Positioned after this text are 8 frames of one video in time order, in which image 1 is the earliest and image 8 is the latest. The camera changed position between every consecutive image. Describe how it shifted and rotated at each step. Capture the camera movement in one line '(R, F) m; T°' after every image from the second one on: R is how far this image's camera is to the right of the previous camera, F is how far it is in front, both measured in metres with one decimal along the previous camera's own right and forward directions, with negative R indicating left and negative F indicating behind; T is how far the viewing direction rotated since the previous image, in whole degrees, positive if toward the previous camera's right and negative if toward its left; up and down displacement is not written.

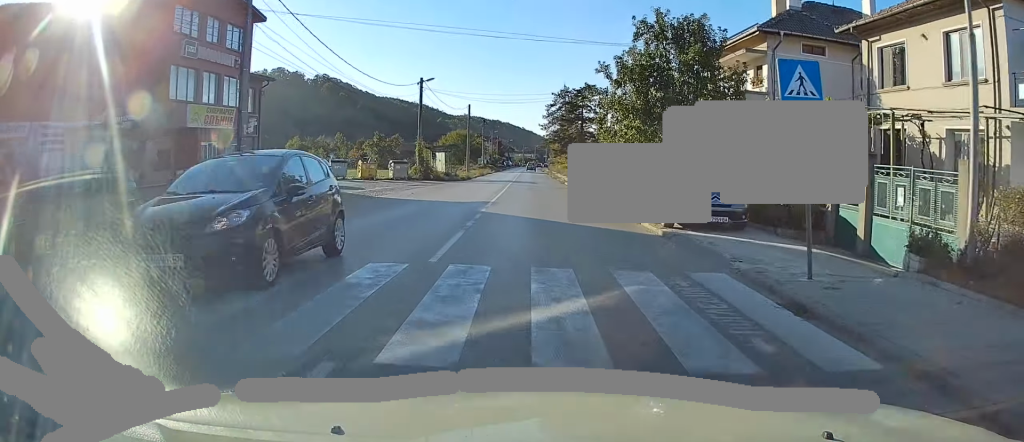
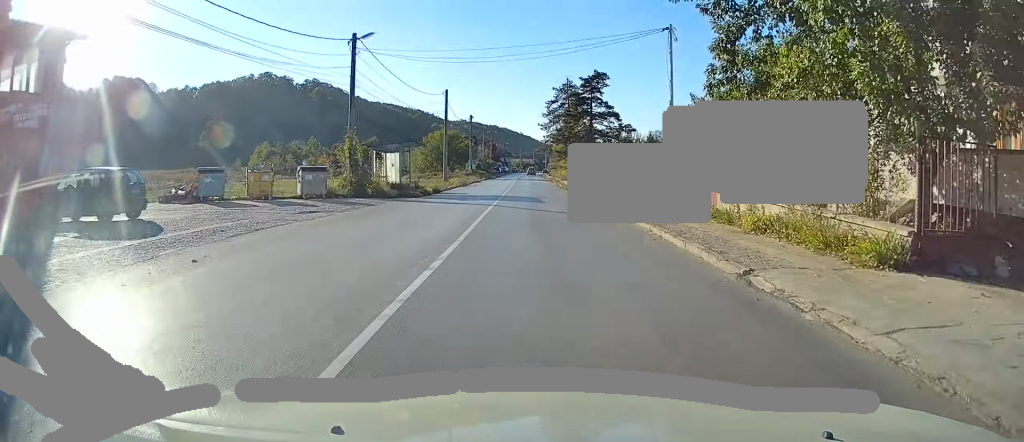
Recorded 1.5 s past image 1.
(0.0, +19.0) m; 0°
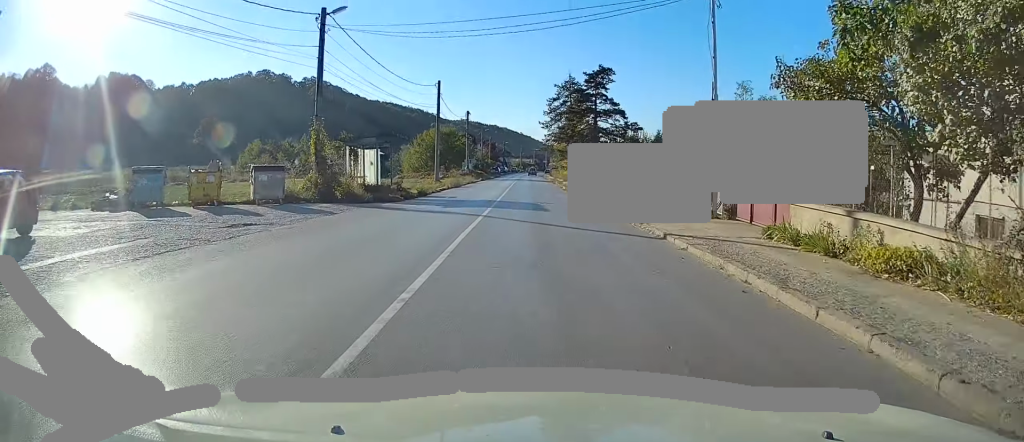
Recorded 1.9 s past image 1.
(0.0, +5.0) m; 0°
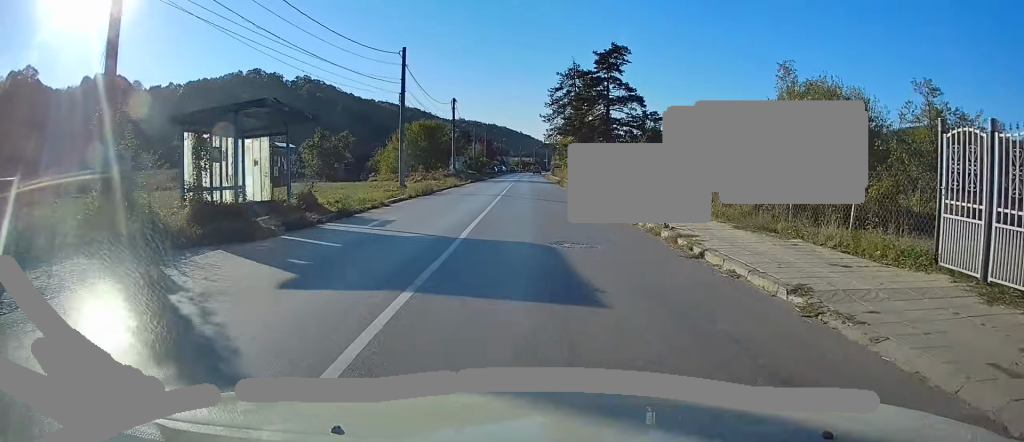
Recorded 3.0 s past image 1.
(0.0, +13.9) m; 0°
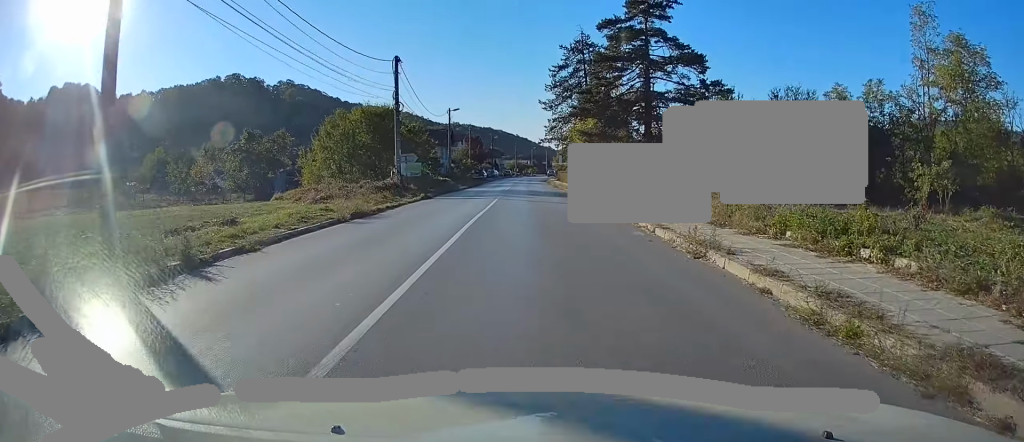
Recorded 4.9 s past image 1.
(0.0, +26.4) m; 0°
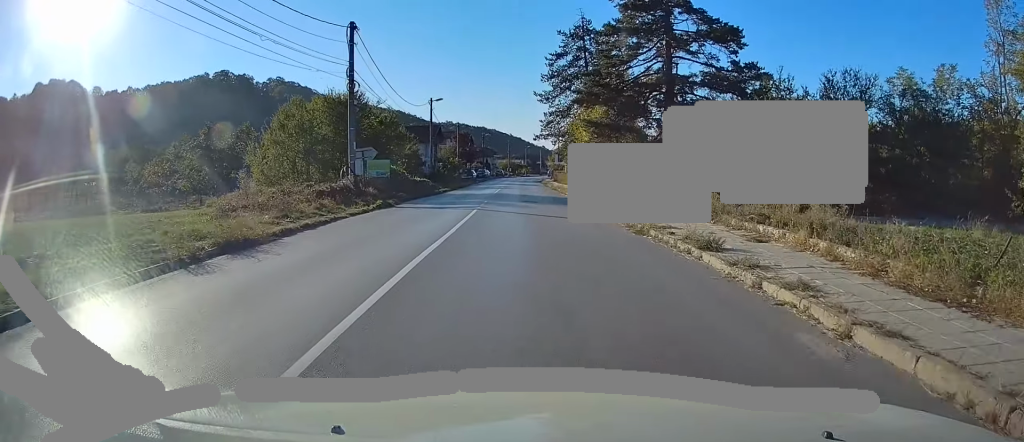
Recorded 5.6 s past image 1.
(0.0, +8.8) m; 0°
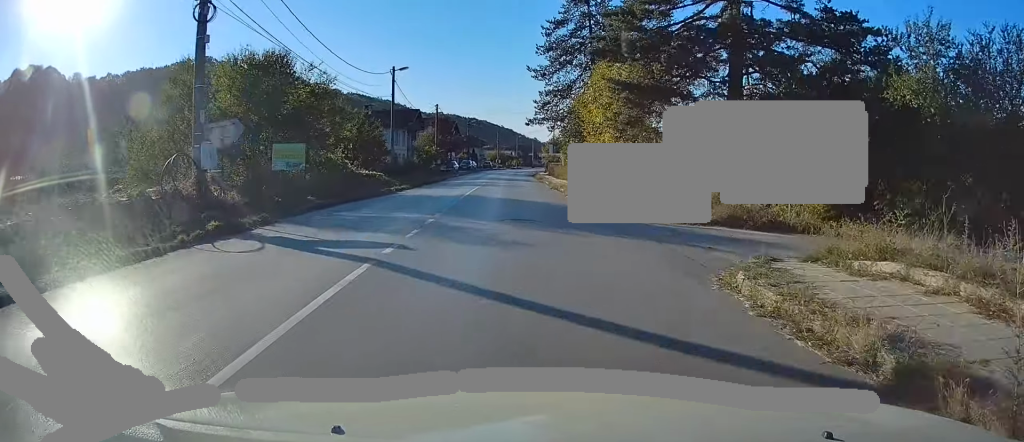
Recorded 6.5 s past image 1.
(0.0, +13.6) m; 0°
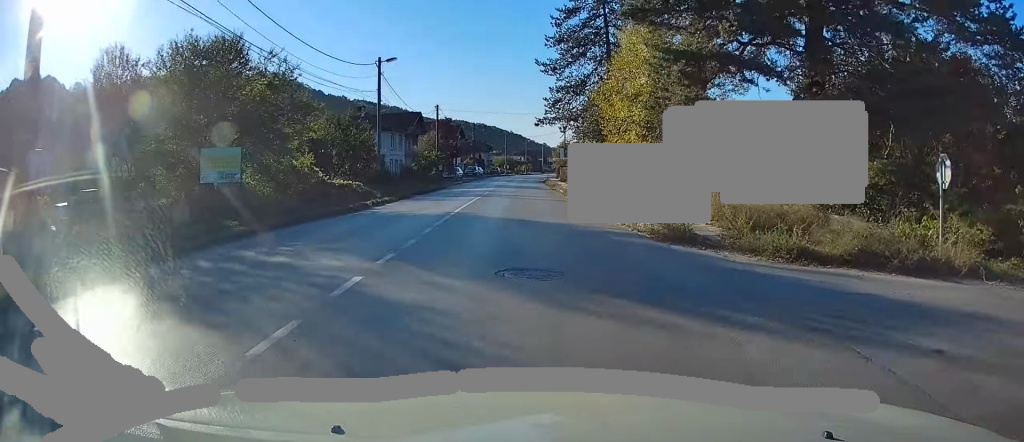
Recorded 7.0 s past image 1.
(0.0, +6.6) m; 0°
